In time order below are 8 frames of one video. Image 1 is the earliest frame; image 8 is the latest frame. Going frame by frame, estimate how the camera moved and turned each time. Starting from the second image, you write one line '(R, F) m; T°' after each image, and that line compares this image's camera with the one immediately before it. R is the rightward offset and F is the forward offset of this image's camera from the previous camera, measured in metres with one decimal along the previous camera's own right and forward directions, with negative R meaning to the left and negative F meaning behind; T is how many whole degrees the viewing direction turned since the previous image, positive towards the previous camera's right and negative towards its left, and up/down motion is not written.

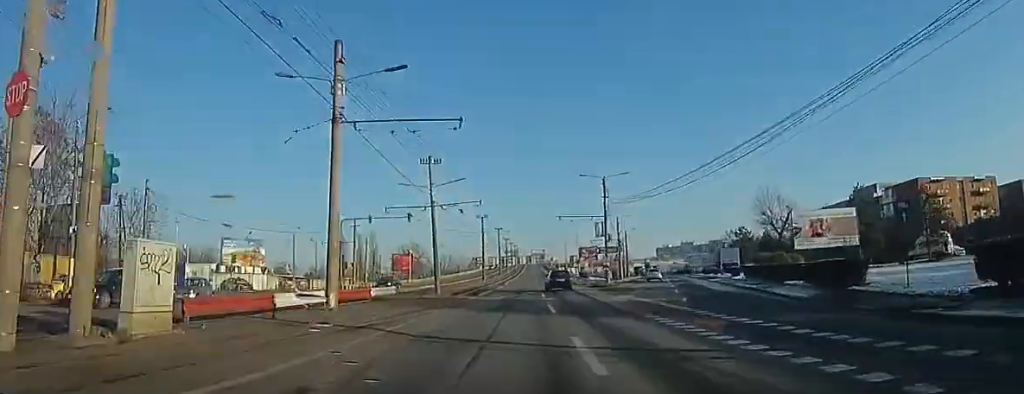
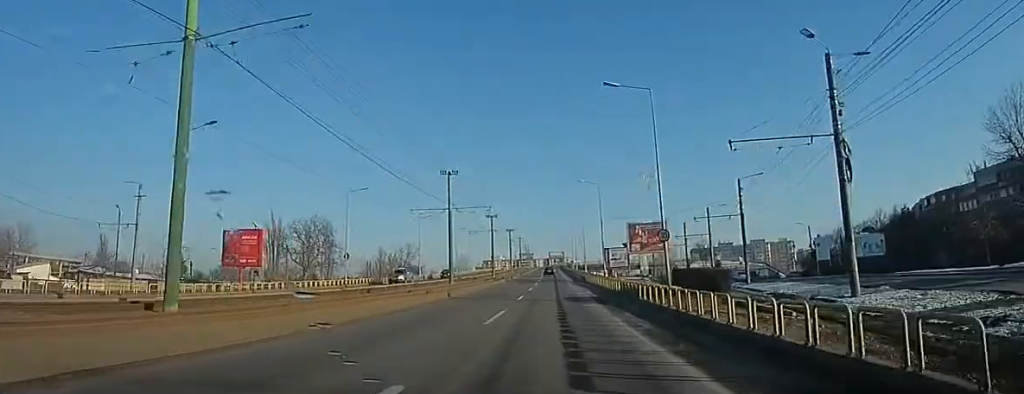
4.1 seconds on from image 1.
(+1.3, +60.5) m; +2°
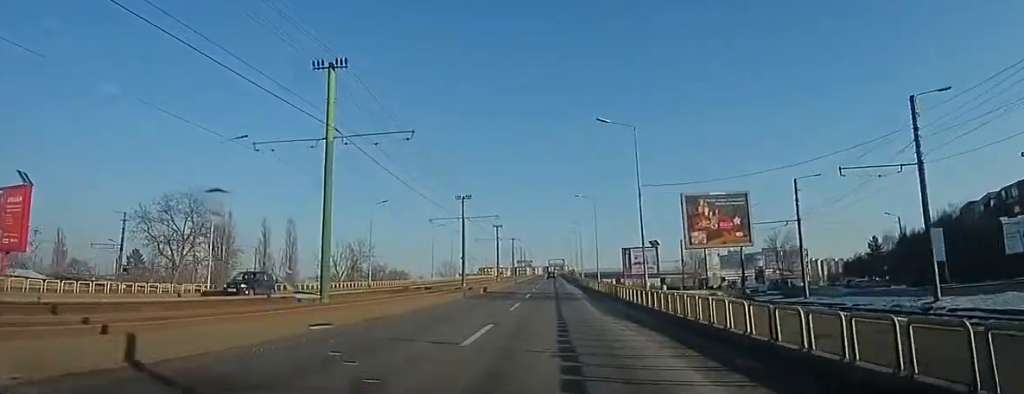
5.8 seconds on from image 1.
(0.0, +24.9) m; 0°
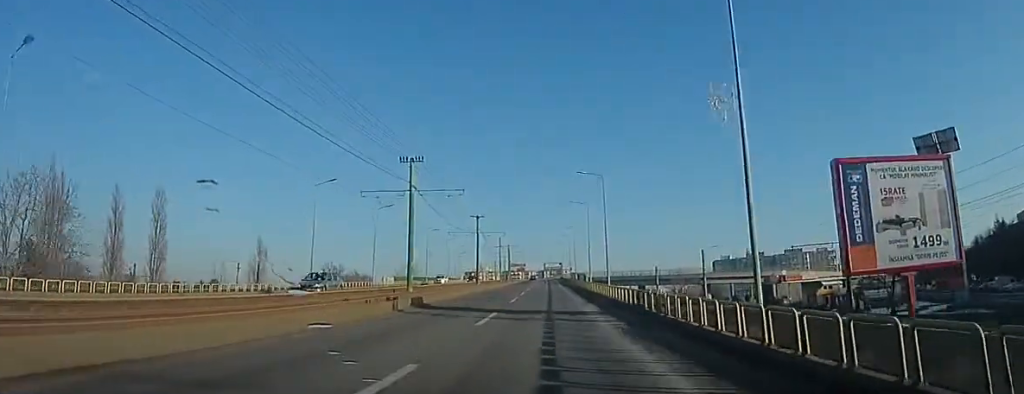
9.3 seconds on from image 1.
(-0.6, +50.4) m; -1°
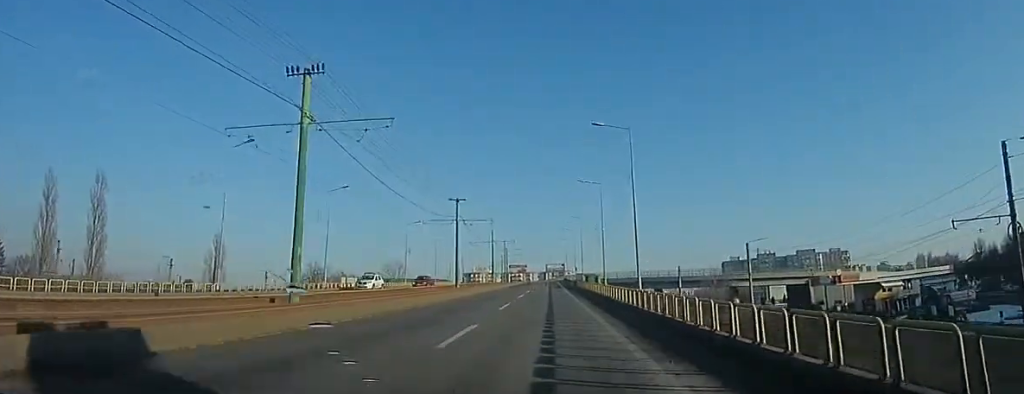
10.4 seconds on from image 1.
(0.0, +15.9) m; 0°
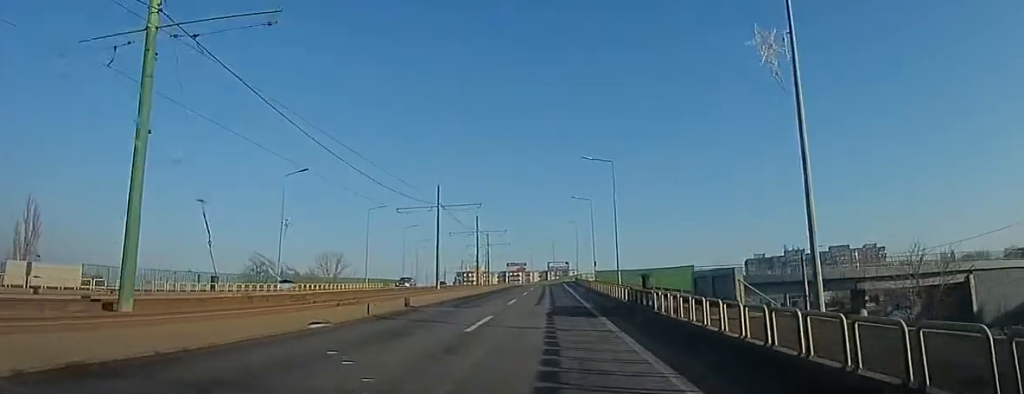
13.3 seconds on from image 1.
(-0.2, +41.8) m; 0°
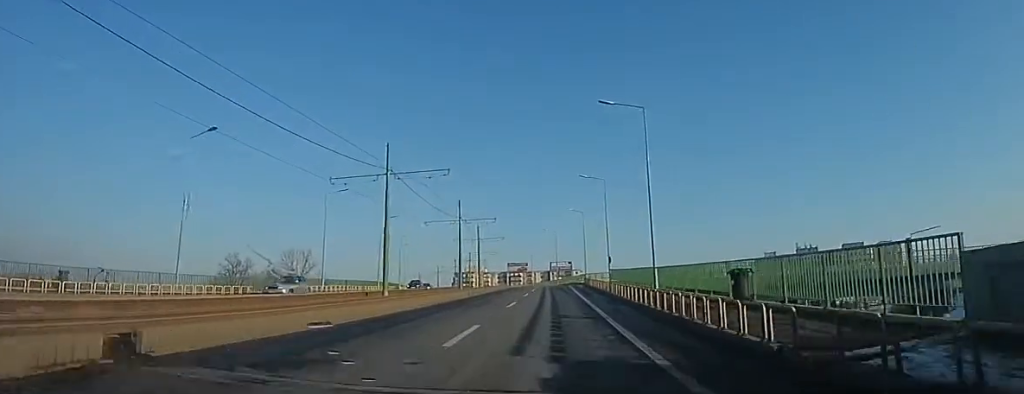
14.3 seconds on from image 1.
(+0.1, +13.8) m; 0°
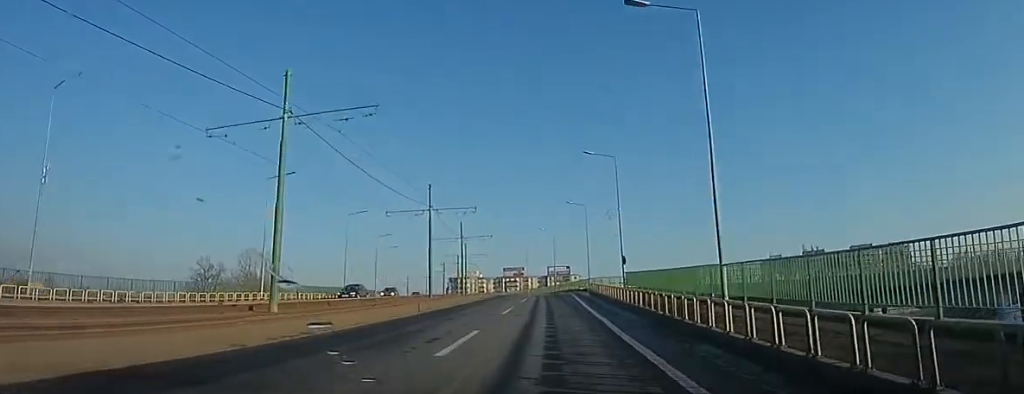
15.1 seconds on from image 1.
(+0.2, +11.4) m; 0°
